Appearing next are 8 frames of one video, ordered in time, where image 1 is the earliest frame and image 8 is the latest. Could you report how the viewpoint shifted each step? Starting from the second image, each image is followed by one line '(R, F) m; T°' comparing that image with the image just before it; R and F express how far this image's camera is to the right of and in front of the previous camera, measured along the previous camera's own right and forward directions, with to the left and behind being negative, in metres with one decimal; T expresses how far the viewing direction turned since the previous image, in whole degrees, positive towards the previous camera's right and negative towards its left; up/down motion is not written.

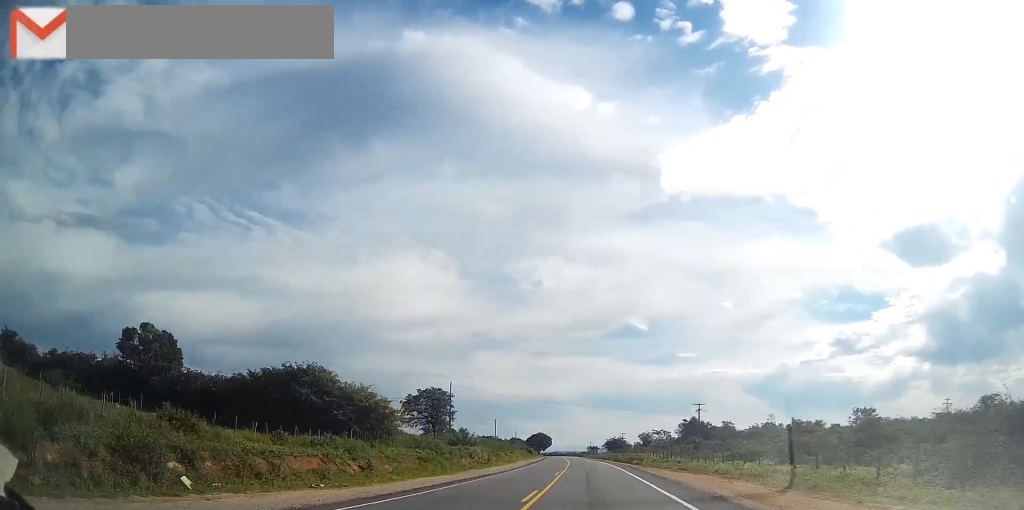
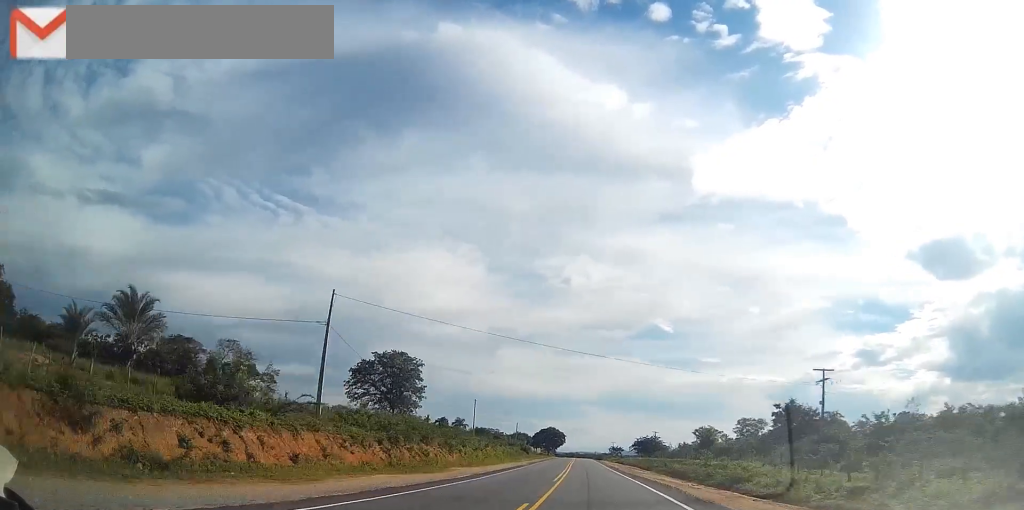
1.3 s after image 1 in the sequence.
(-0.5, +50.5) m; -2°
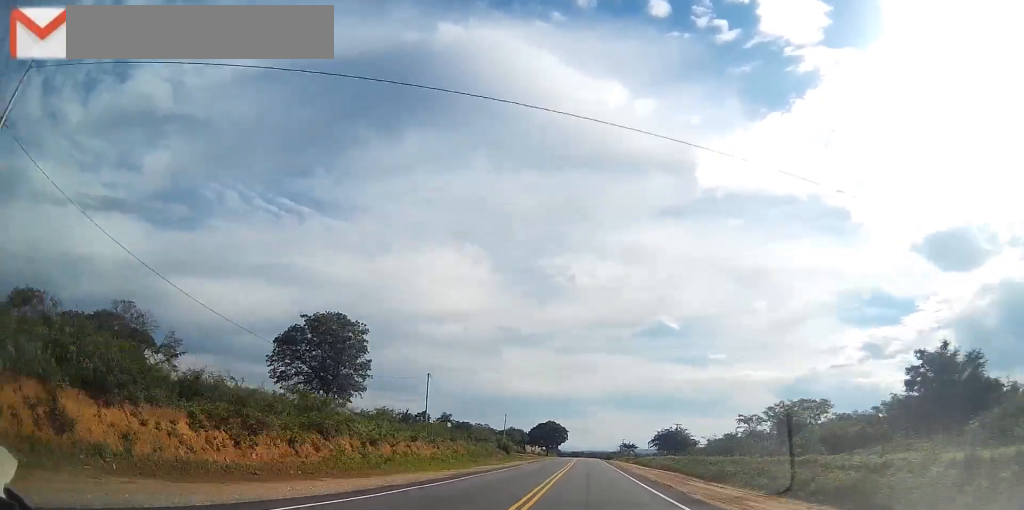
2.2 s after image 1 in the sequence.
(-0.3, +34.7) m; -1°
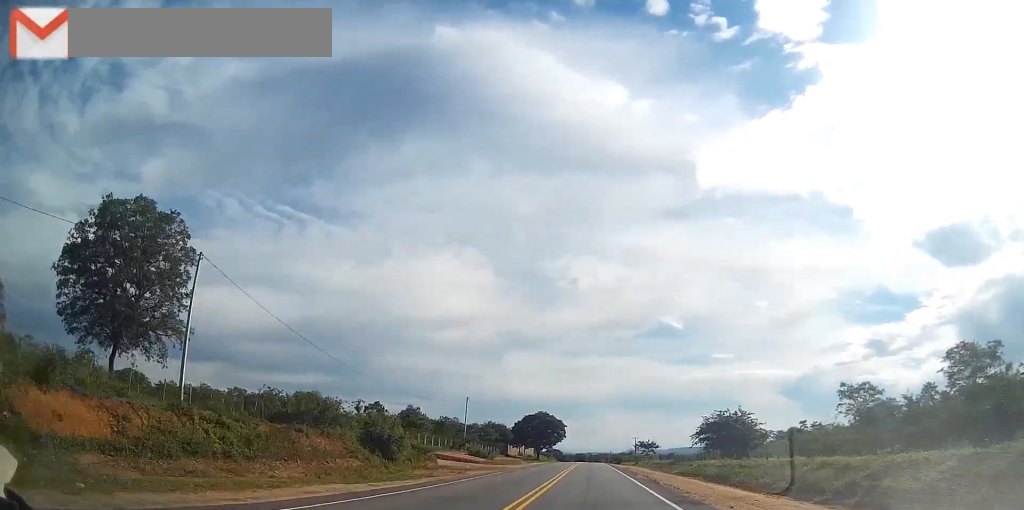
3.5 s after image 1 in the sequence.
(-0.2, +46.3) m; -1°
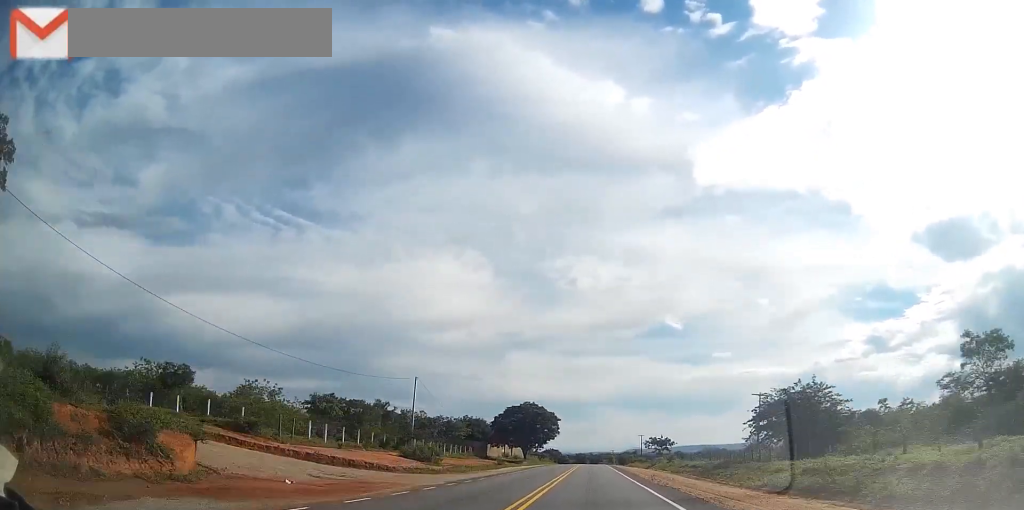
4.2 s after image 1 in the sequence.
(-0.2, +26.7) m; -1°
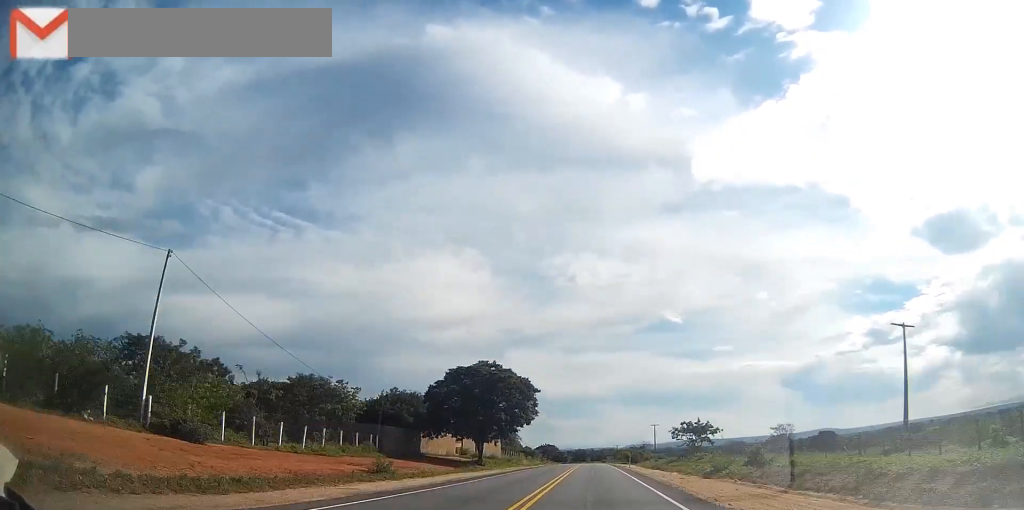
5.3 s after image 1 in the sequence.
(-0.2, +39.7) m; 0°
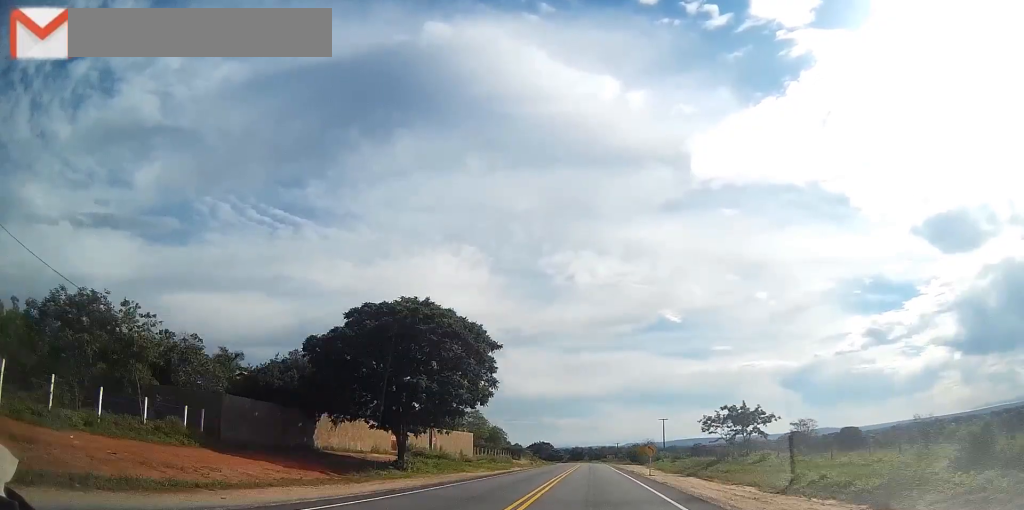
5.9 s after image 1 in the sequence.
(0.0, +23.2) m; 0°
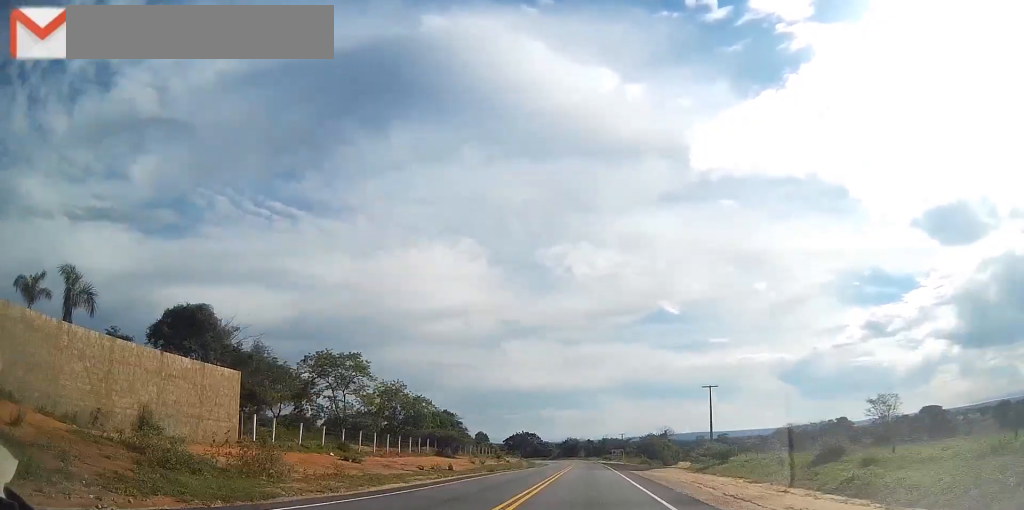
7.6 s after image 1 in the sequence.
(-0.1, +59.5) m; 0°
